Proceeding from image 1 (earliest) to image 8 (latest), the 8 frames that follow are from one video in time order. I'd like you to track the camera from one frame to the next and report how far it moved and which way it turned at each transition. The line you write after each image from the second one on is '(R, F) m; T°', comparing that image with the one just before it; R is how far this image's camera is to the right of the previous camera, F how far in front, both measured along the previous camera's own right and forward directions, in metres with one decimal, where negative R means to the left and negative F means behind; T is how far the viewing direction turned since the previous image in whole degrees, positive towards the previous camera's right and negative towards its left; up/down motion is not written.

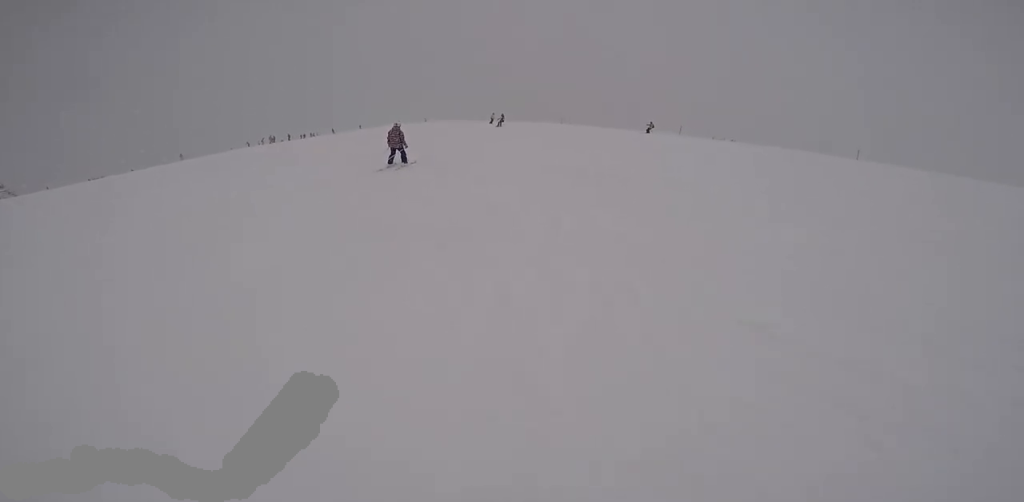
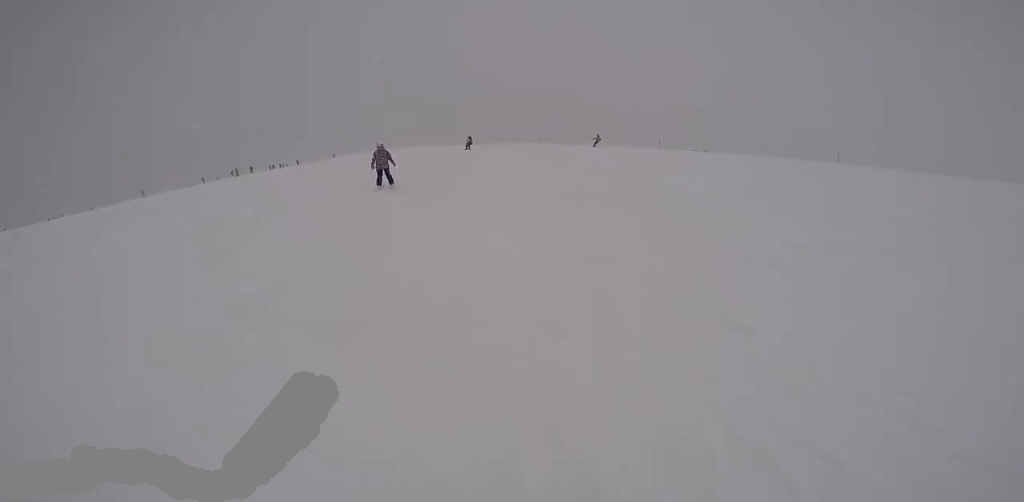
(0.0, +1.9) m; +1°
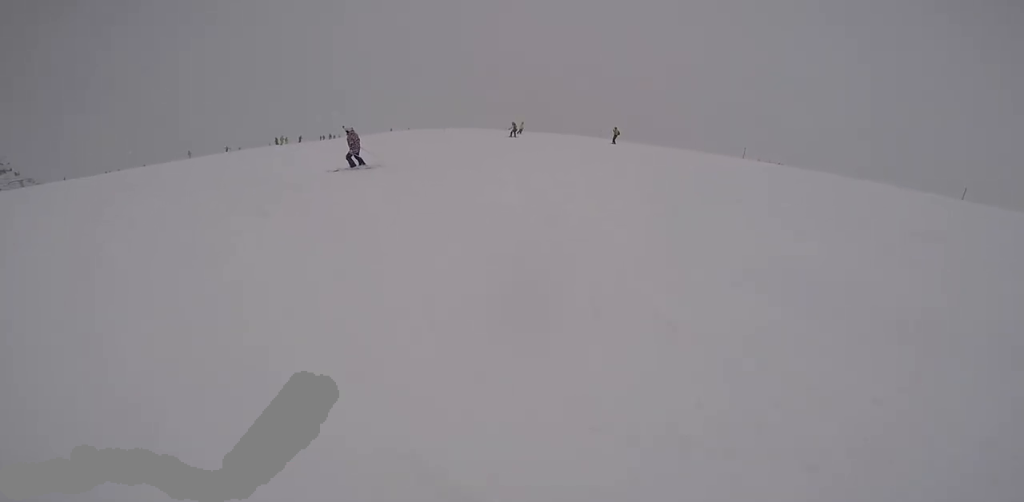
(0.0, +4.2) m; -5°
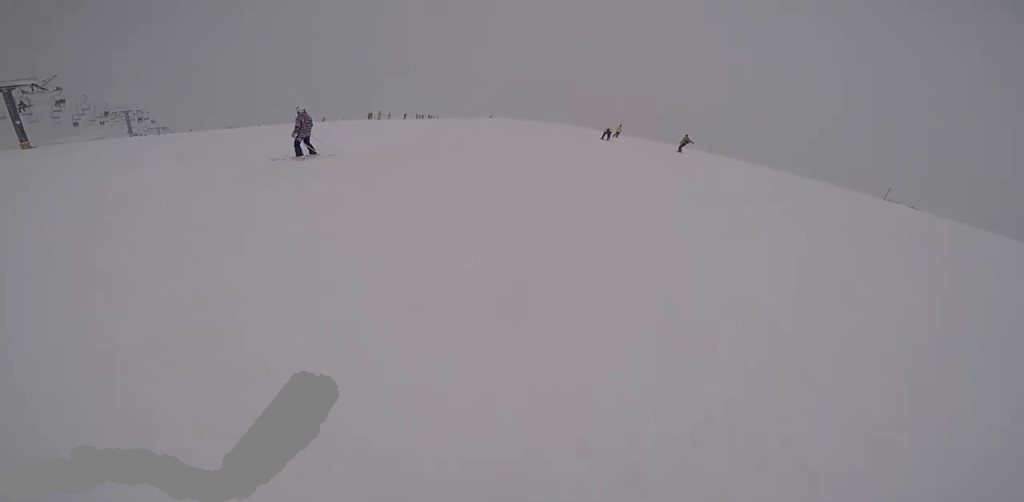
(-0.3, +3.0) m; -12°
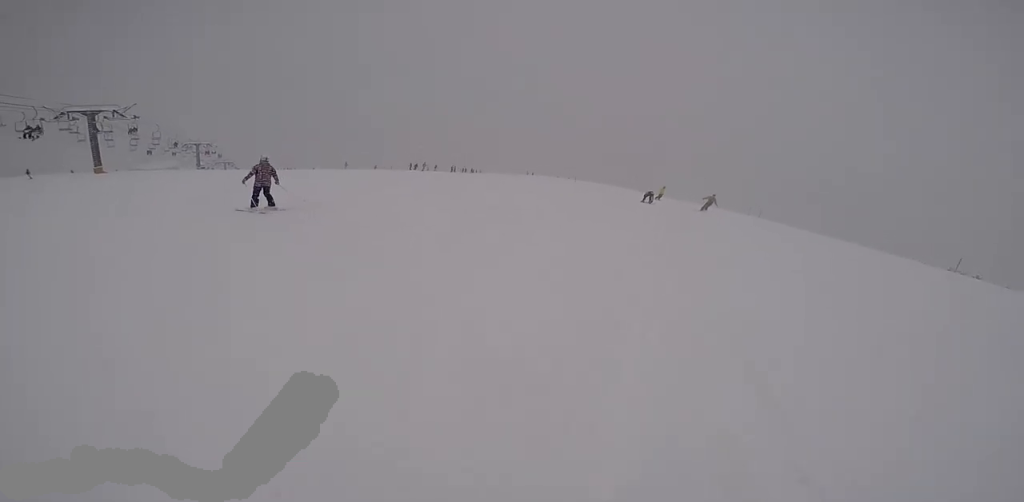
(-0.1, +1.5) m; -7°
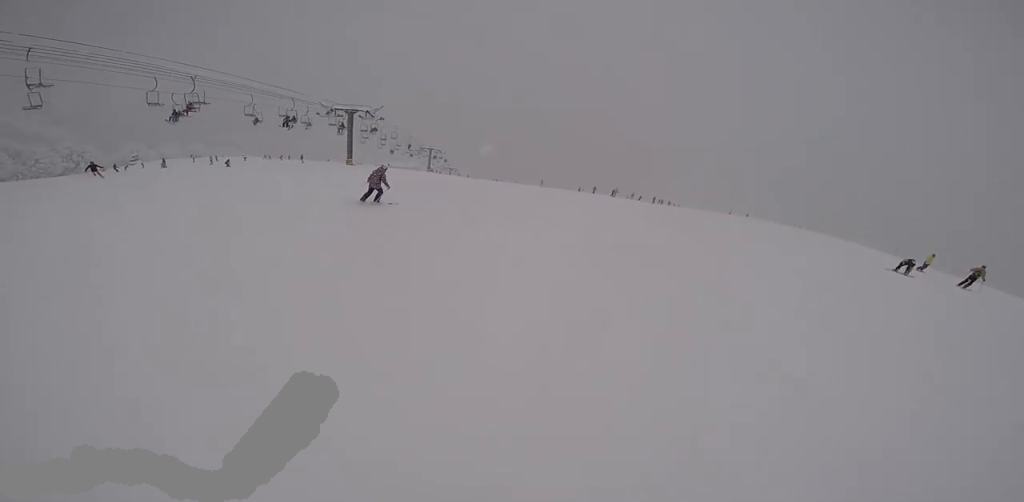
(-0.3, +2.6) m; -15°
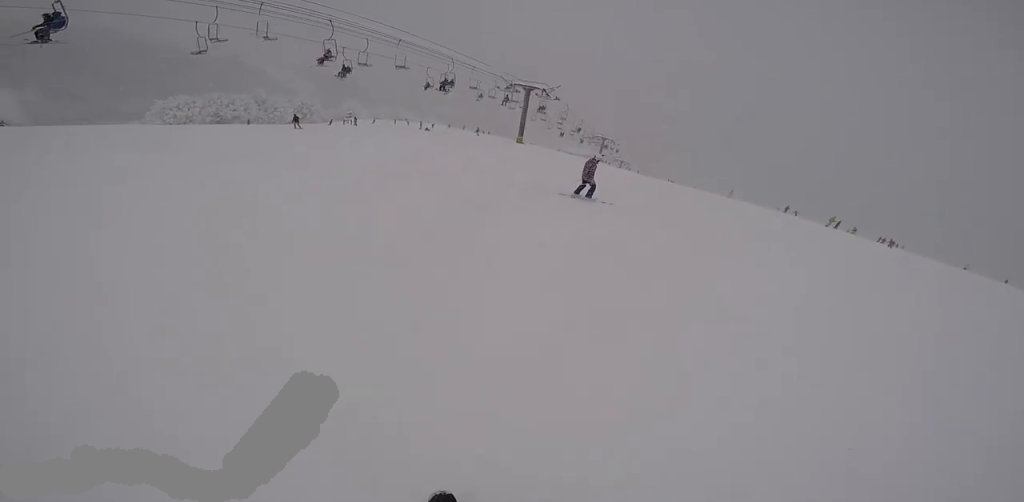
(-0.8, +4.3) m; -13°
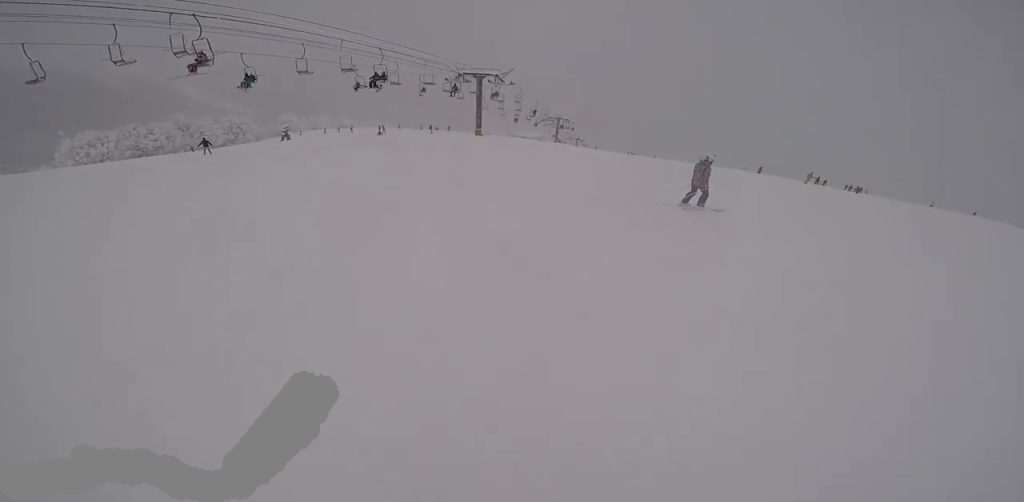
(-0.1, +2.9) m; -2°
